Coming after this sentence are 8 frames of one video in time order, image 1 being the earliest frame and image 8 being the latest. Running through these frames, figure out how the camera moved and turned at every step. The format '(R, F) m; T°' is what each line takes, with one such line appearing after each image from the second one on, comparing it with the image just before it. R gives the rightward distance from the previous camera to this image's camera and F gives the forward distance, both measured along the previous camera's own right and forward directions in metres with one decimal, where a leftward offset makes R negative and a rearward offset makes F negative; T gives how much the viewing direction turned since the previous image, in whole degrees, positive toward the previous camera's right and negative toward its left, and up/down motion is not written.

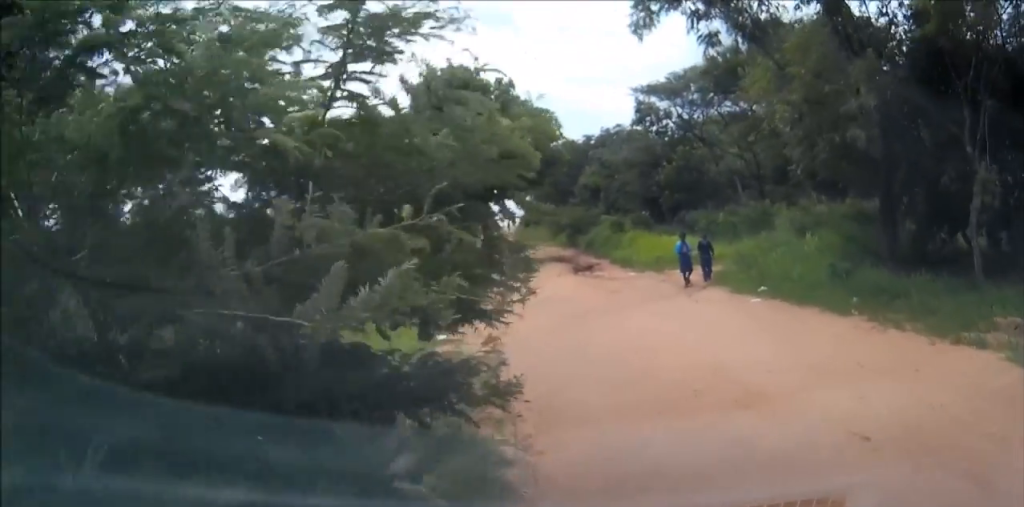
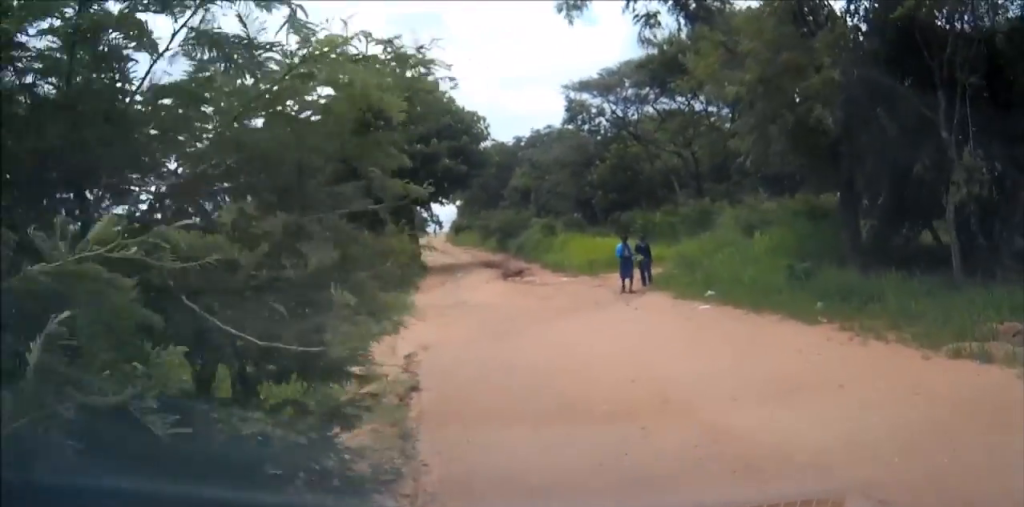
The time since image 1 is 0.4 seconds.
(+0.2, +1.3) m; +5°
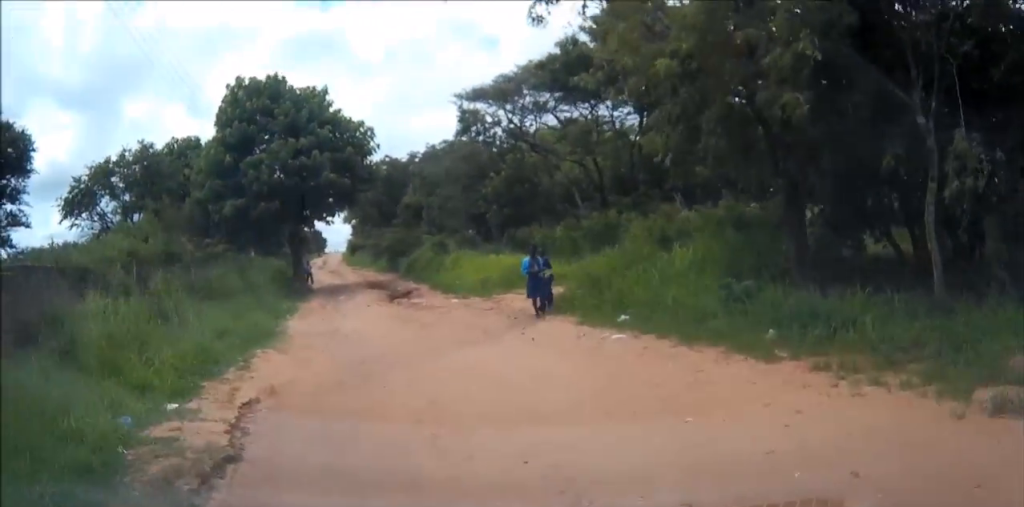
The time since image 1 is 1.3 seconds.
(+0.2, +2.4) m; +5°
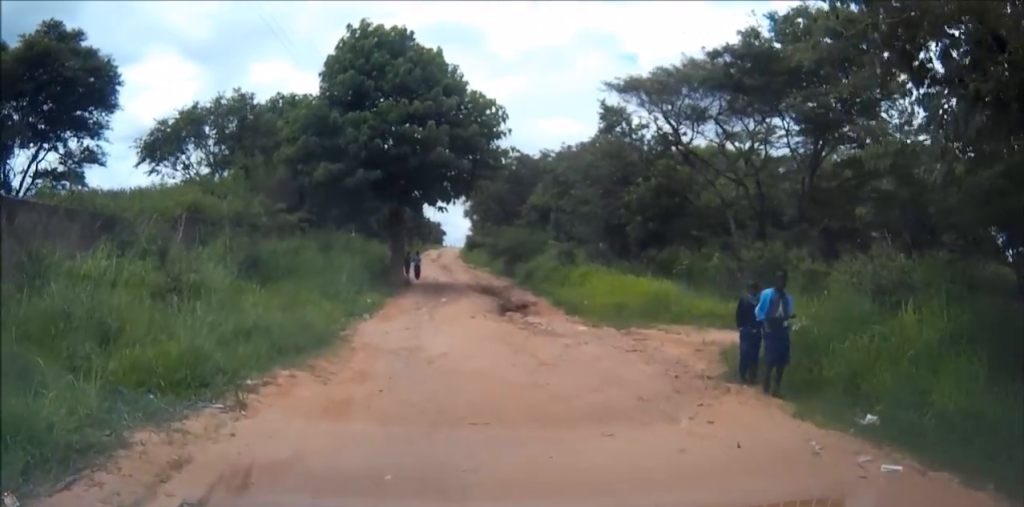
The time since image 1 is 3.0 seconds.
(-0.3, +4.6) m; -11°
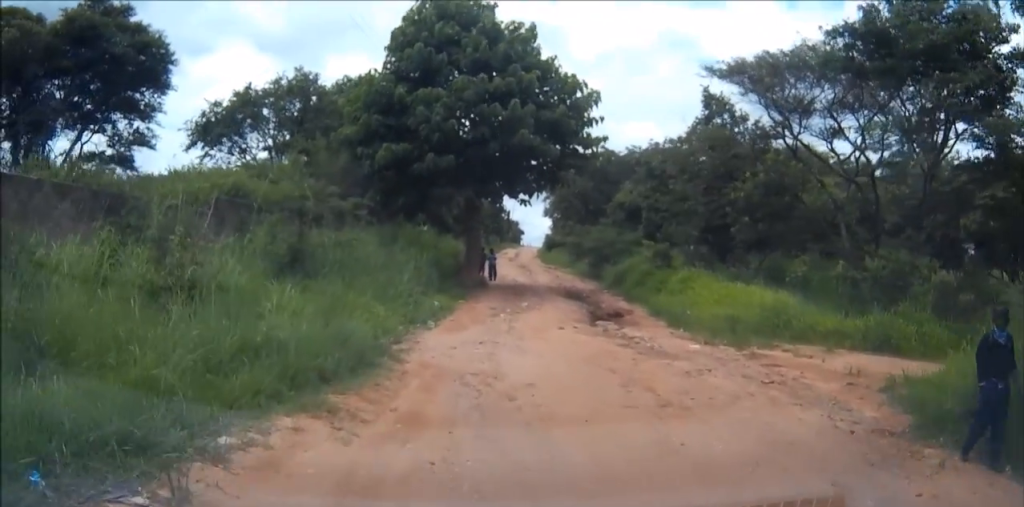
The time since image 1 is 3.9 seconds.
(-0.1, +3.0) m; -3°
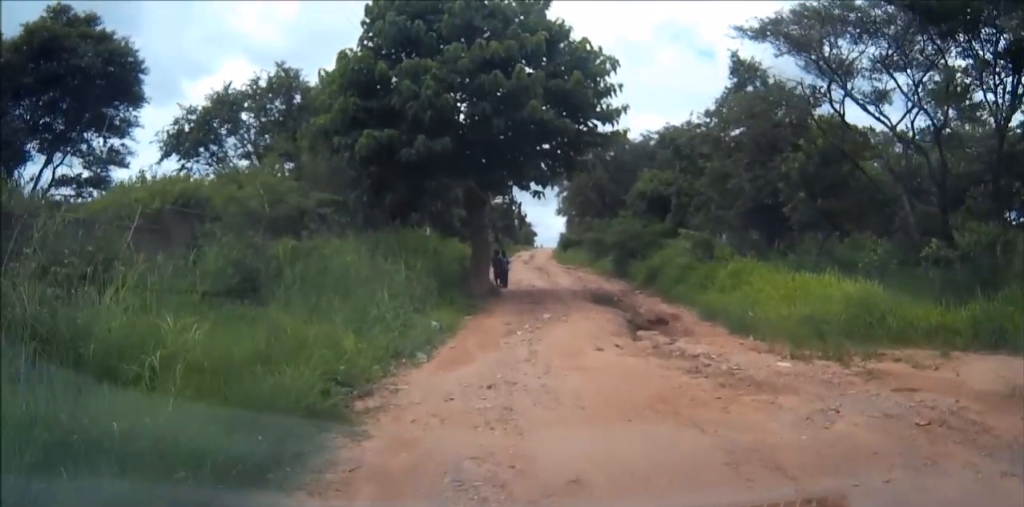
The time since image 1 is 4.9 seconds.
(0.0, +3.6) m; 0°
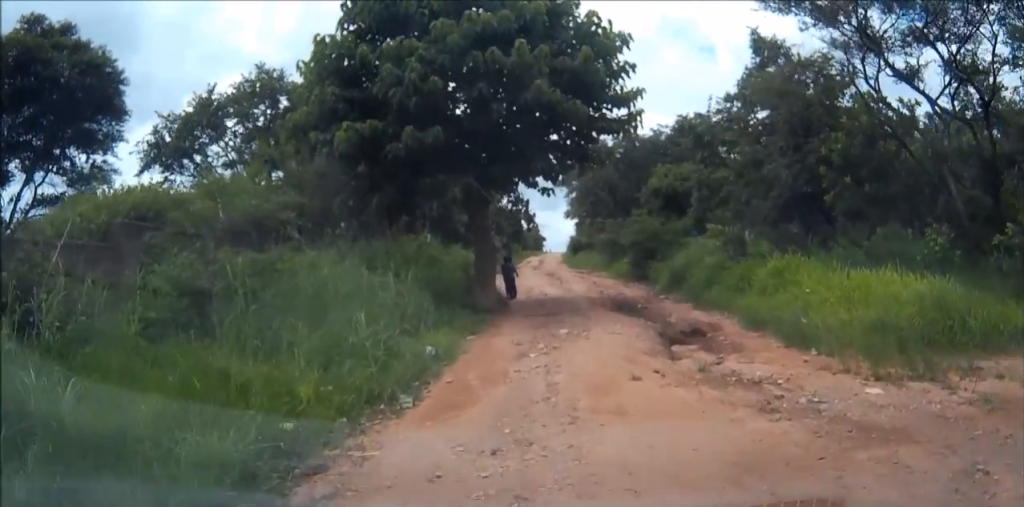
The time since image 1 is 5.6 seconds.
(0.0, +2.2) m; -1°
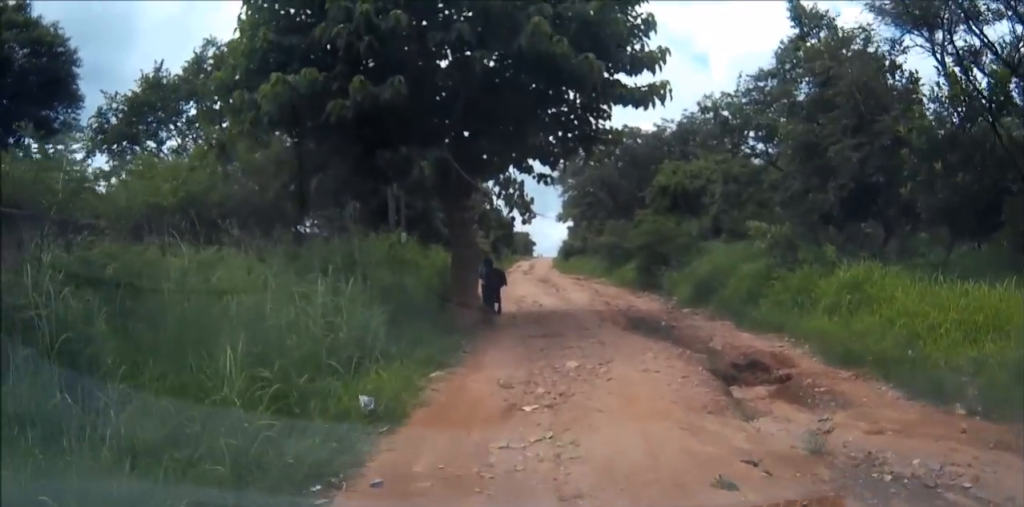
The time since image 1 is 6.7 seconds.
(-0.1, +3.9) m; -2°
